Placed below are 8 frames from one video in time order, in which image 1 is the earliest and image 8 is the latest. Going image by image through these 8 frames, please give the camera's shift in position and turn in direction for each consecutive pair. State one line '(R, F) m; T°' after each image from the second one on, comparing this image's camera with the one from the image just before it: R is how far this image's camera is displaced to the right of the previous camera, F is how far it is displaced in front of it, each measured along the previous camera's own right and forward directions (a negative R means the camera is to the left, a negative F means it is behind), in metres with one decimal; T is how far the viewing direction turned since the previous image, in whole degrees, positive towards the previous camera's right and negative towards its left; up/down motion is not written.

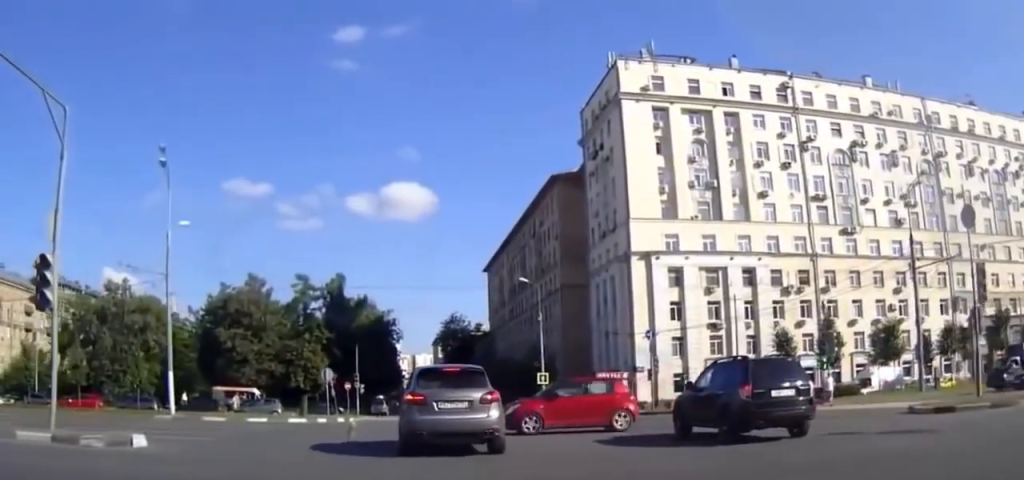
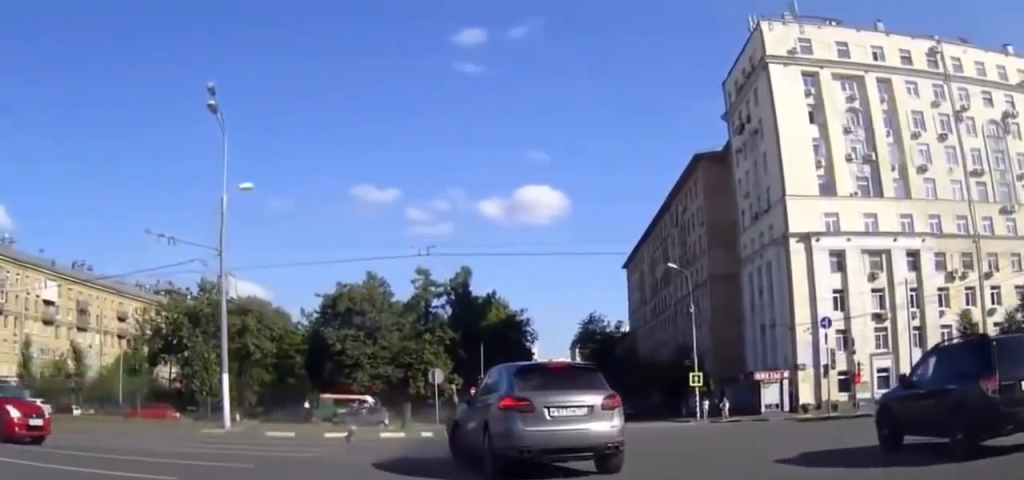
(-0.6, +8.6) m; -8°
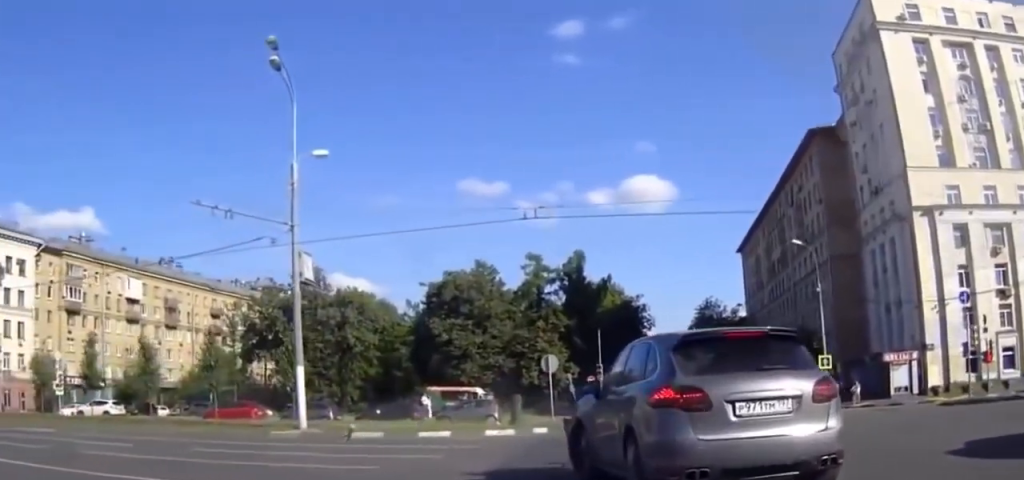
(-0.3, +3.9) m; -7°
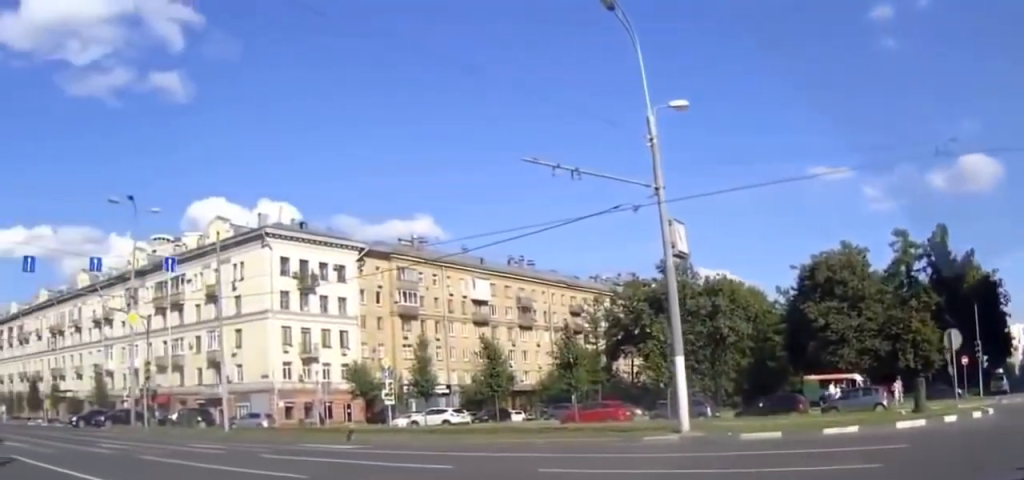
(-0.5, +4.4) m; -23°
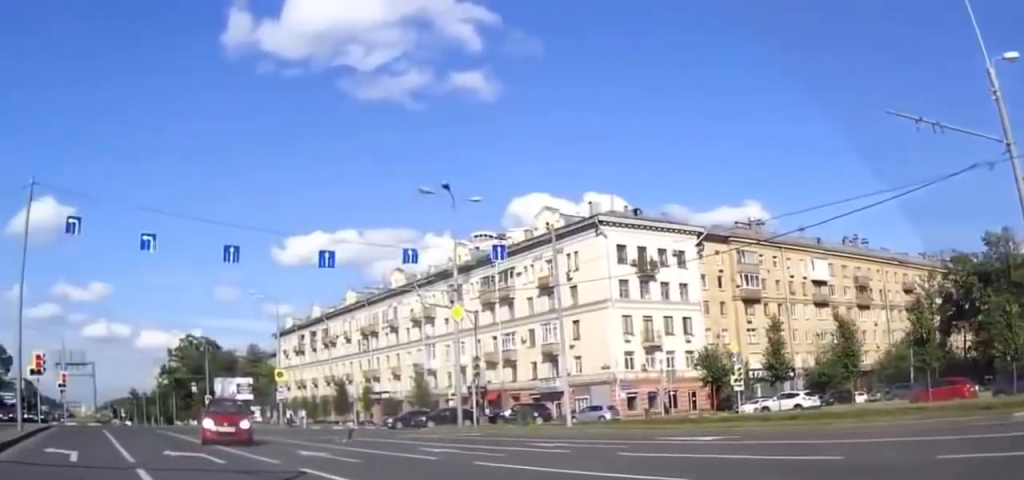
(-0.5, +1.5) m; -35°
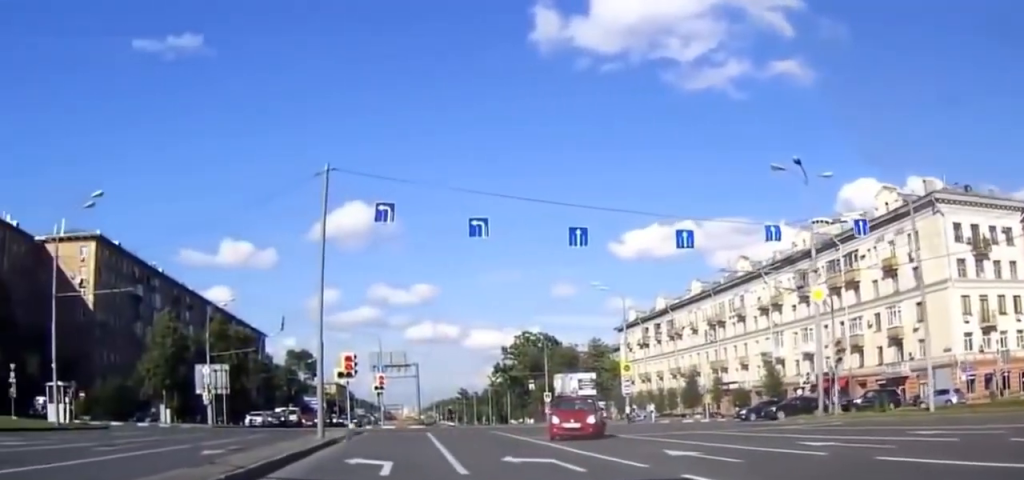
(-0.6, +1.5) m; -30°
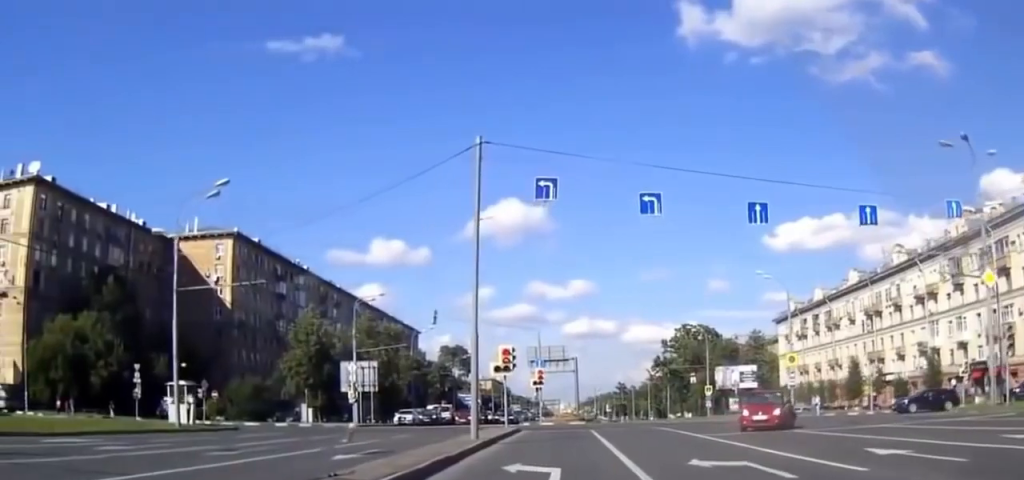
(-0.3, +2.0) m; -3°
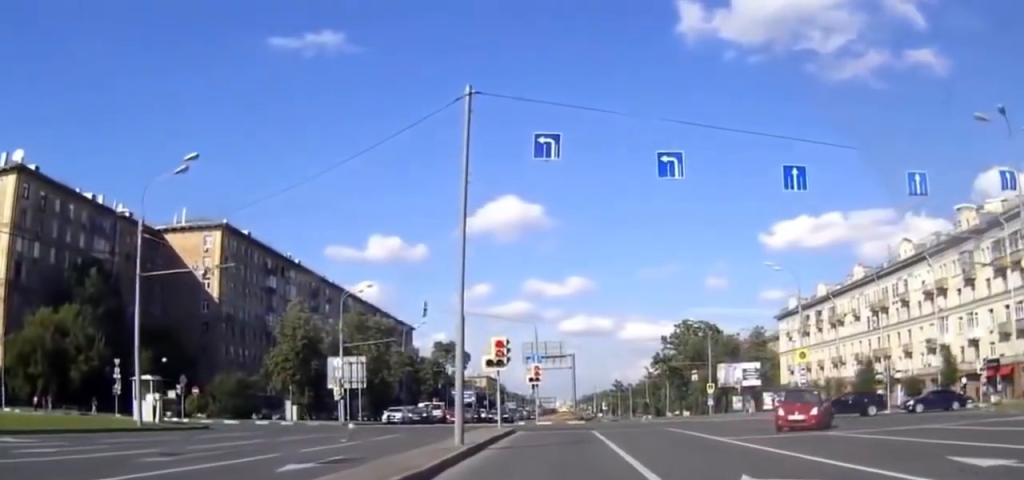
(+0.2, +3.1) m; +5°
